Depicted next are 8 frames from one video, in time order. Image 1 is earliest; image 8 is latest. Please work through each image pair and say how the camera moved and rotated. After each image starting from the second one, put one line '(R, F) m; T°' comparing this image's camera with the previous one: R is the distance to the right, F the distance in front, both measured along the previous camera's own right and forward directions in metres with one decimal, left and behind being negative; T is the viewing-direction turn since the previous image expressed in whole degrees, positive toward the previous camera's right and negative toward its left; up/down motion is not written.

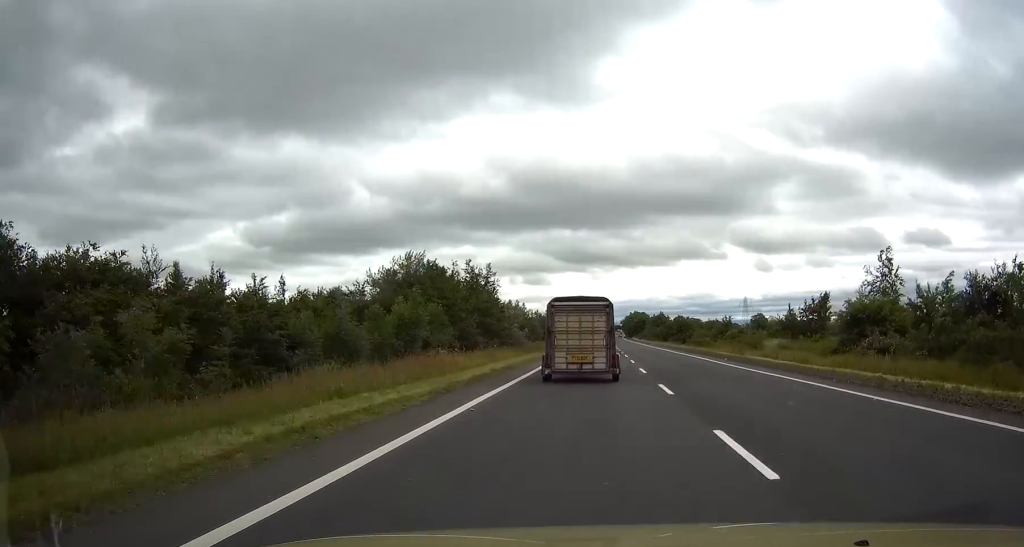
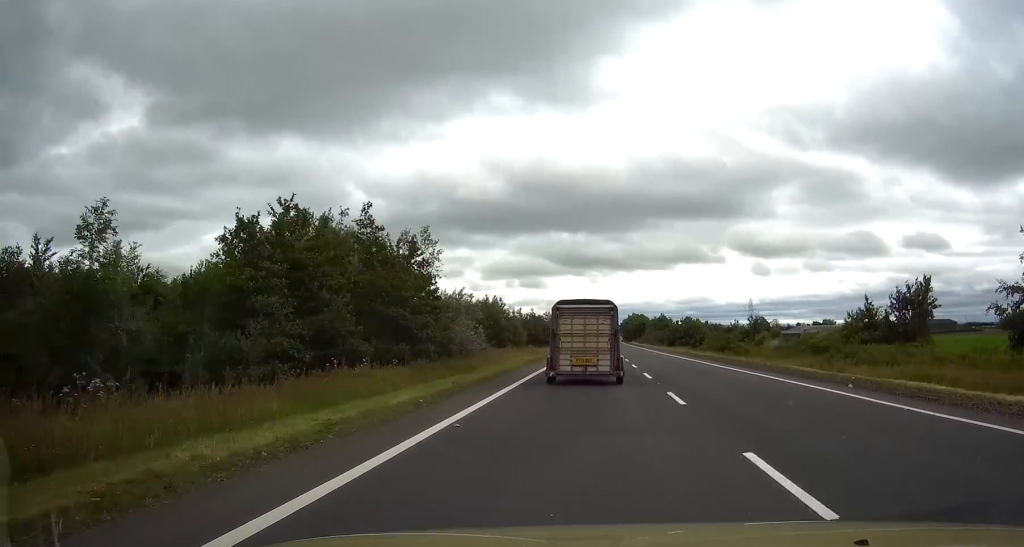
(+0.1, +18.5) m; 0°
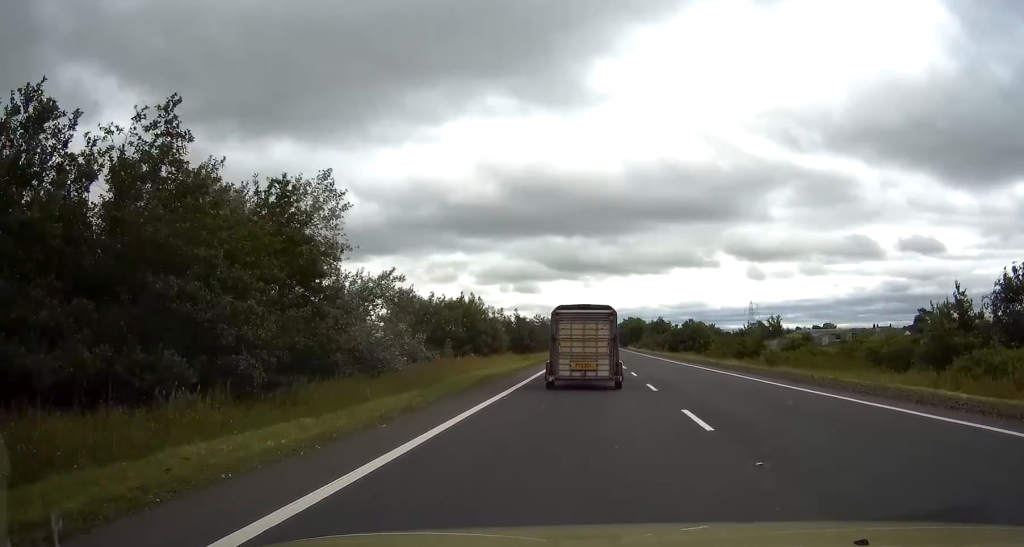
(0.0, +12.0) m; 0°
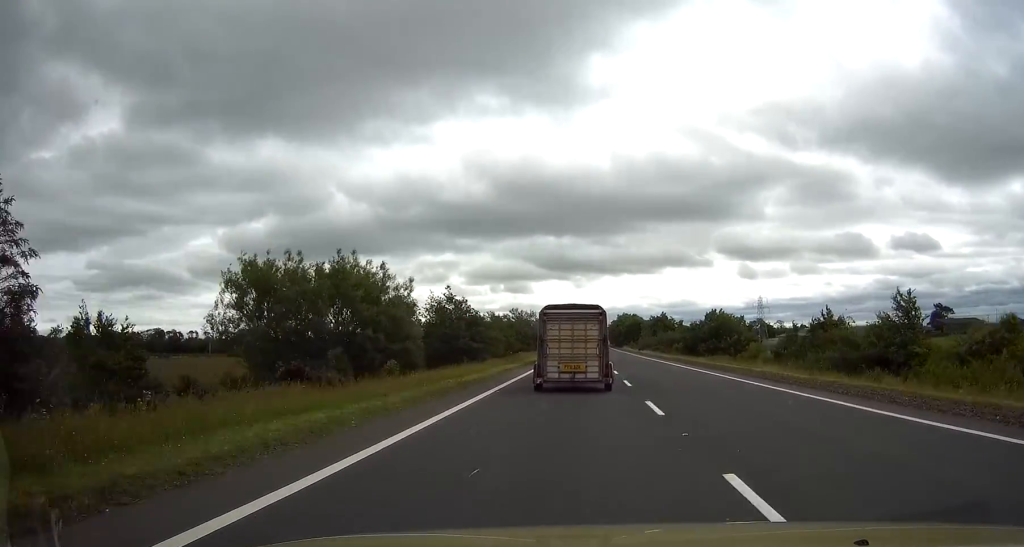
(0.0, +31.7) m; 0°
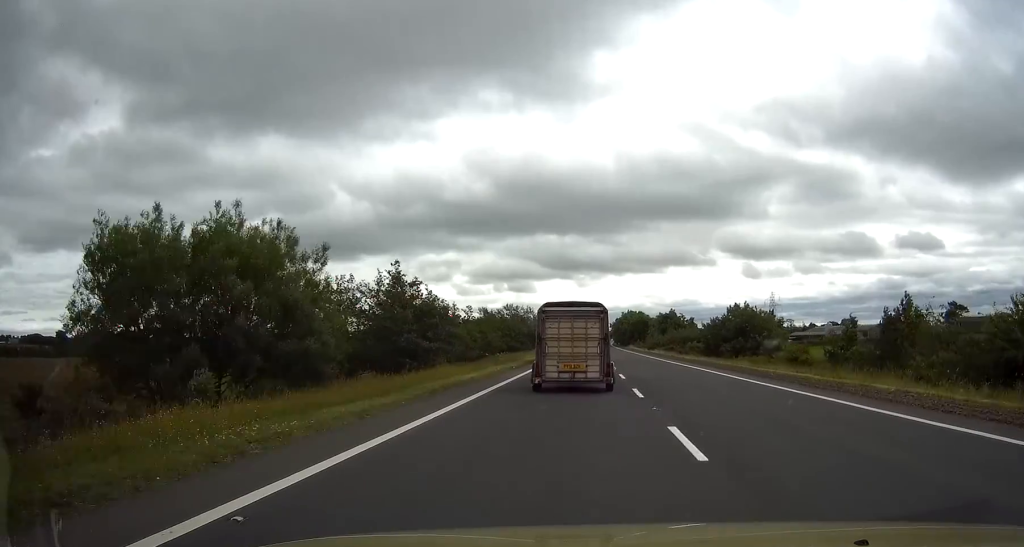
(0.0, +13.4) m; 0°
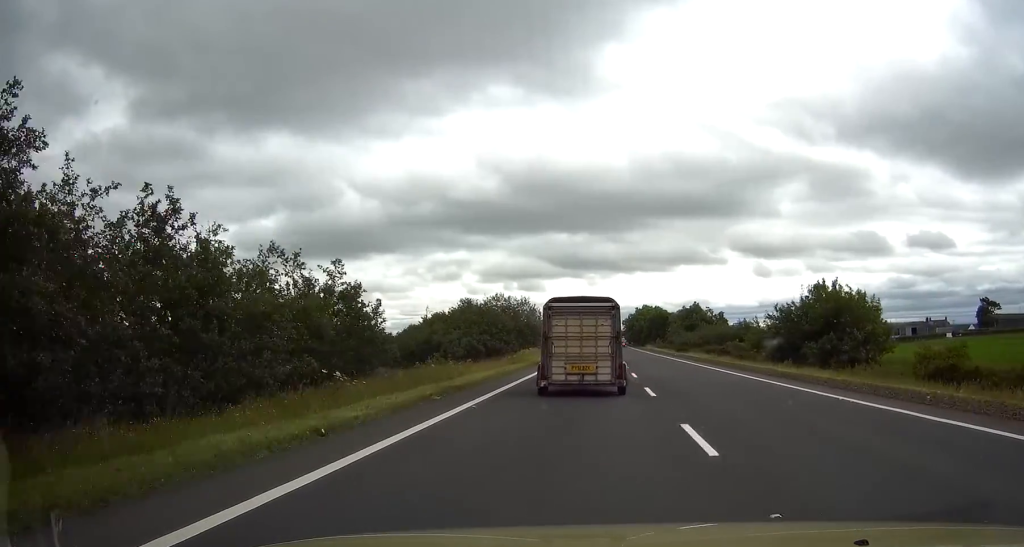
(0.0, +24.3) m; 0°
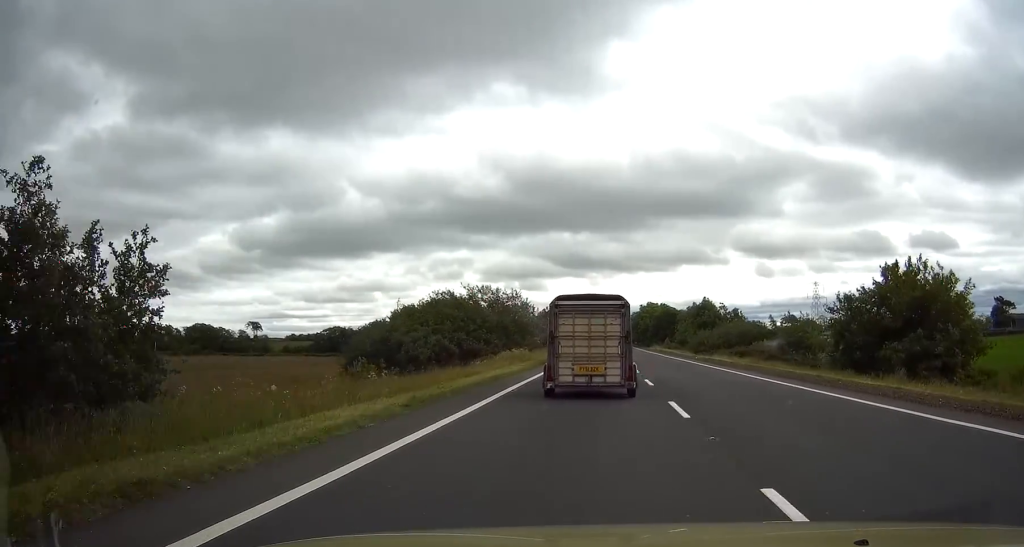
(0.0, +12.9) m; 0°
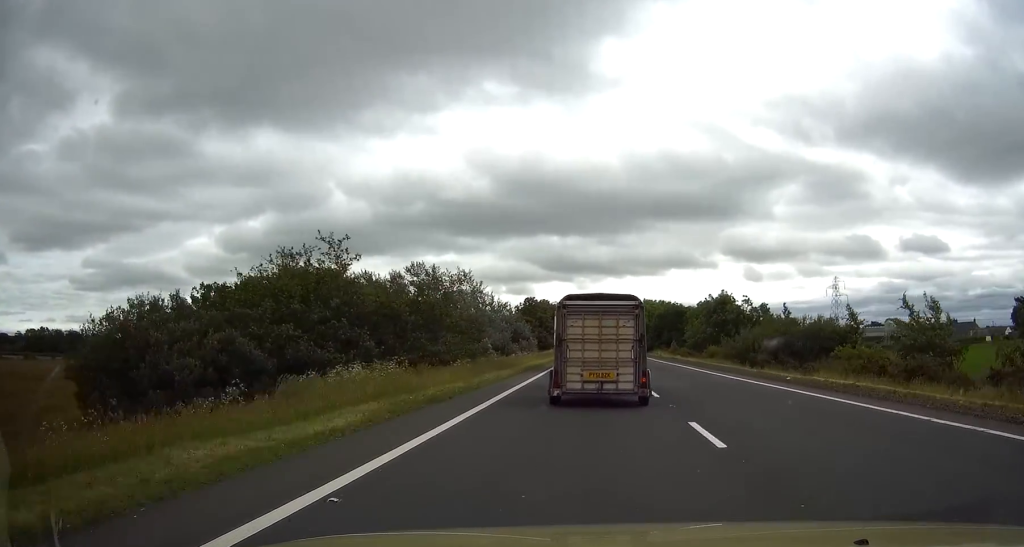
(0.0, +28.6) m; +1°
